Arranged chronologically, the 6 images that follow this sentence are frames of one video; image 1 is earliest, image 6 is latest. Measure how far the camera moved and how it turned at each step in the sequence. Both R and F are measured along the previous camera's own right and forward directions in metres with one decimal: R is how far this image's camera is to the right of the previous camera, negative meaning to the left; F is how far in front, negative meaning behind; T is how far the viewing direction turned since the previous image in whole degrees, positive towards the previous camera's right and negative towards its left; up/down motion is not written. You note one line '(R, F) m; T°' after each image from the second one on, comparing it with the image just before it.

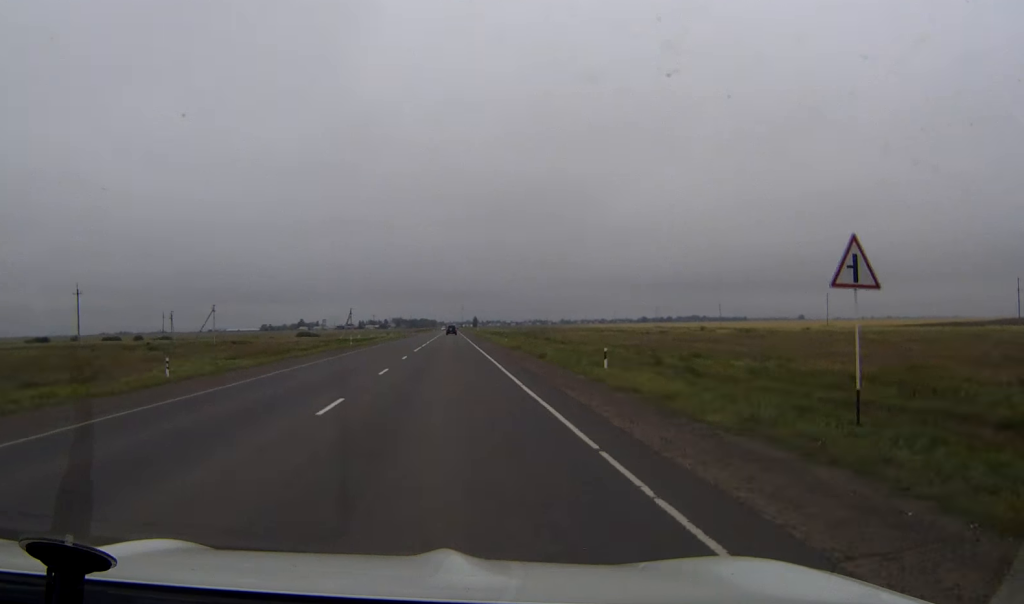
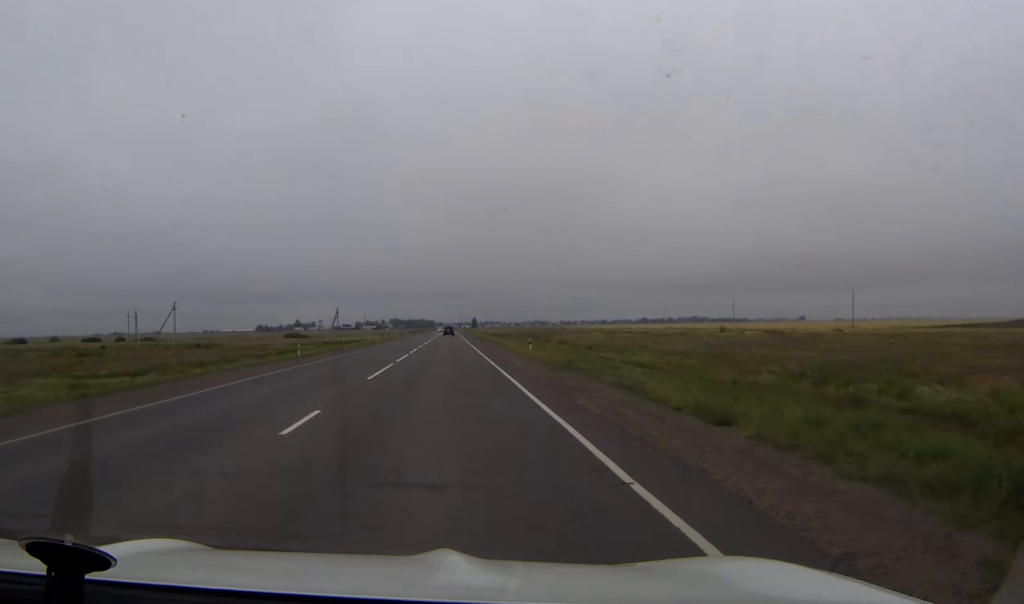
(0.0, +27.2) m; 0°
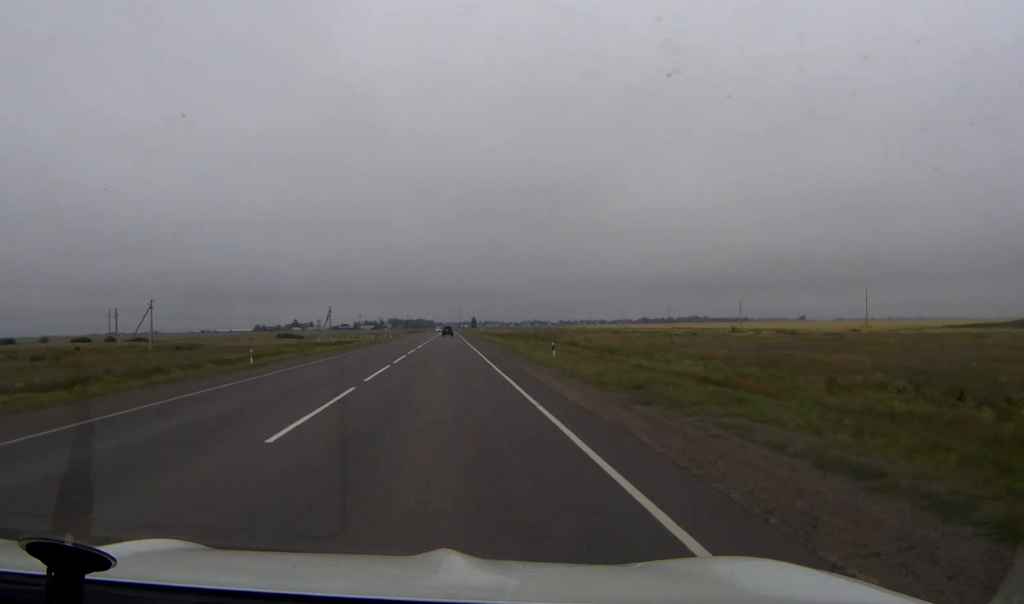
(0.0, +12.9) m; 0°
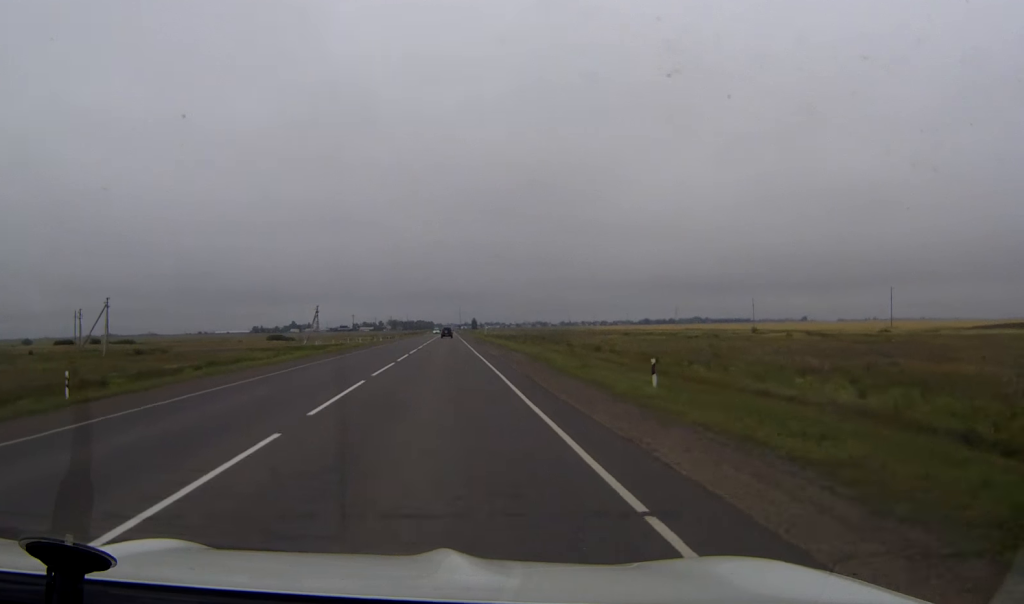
(0.0, +20.5) m; 0°
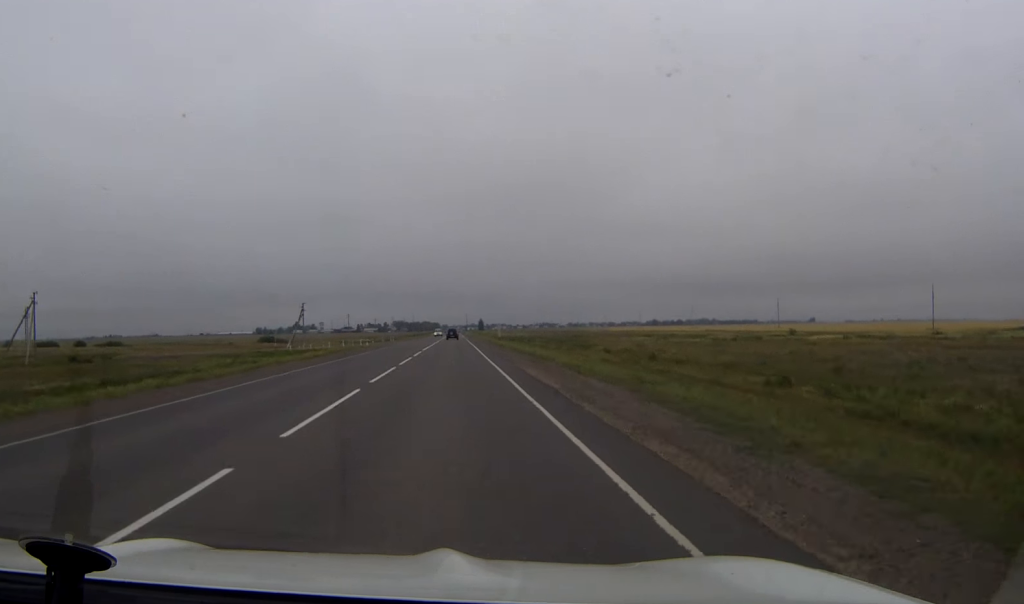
(-0.1, +27.8) m; 0°
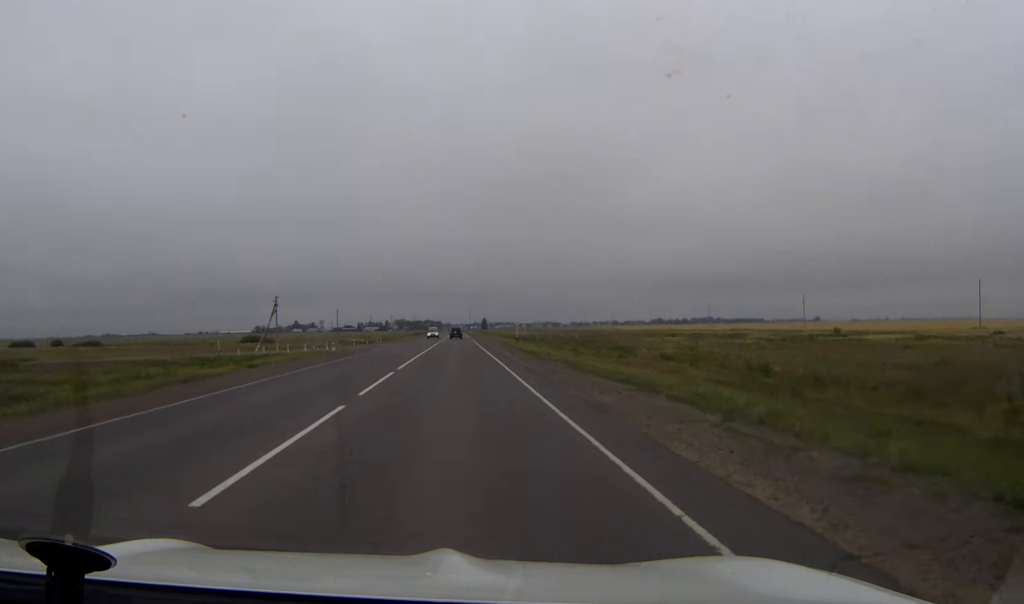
(+0.1, +29.0) m; 0°
